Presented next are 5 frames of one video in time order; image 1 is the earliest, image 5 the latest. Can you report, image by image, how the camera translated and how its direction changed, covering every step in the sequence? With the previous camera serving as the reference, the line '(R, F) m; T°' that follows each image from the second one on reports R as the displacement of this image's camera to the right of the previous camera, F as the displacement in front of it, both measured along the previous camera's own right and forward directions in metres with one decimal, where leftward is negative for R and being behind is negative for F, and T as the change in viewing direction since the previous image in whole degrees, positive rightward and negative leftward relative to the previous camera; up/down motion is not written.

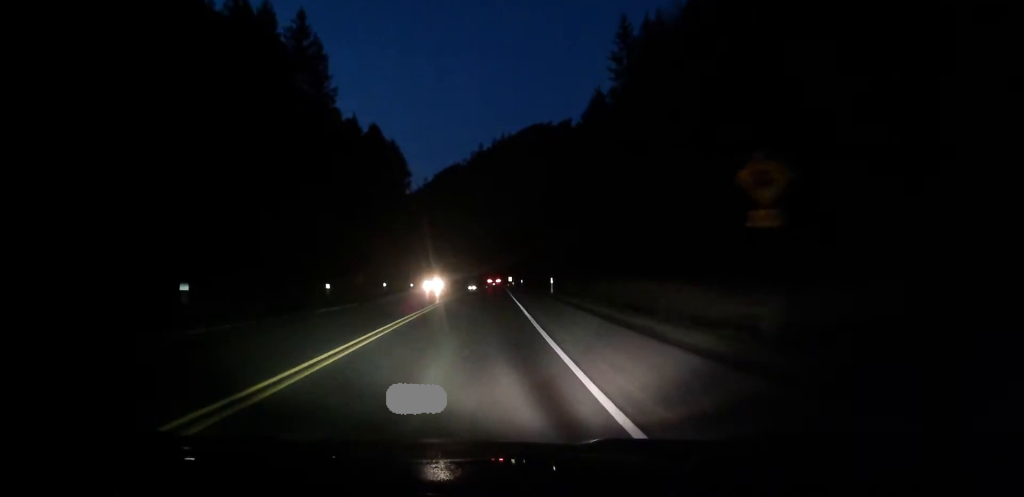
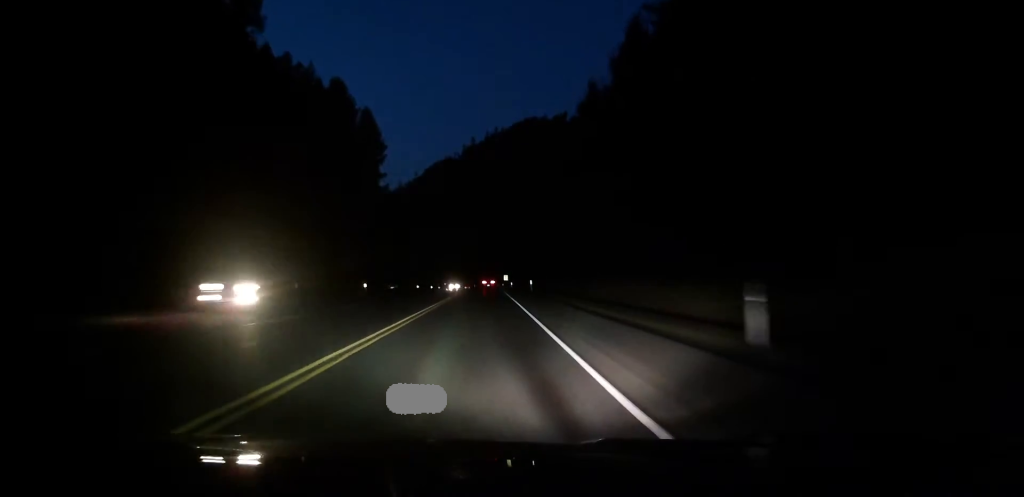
(+1.3, +31.7) m; +4°
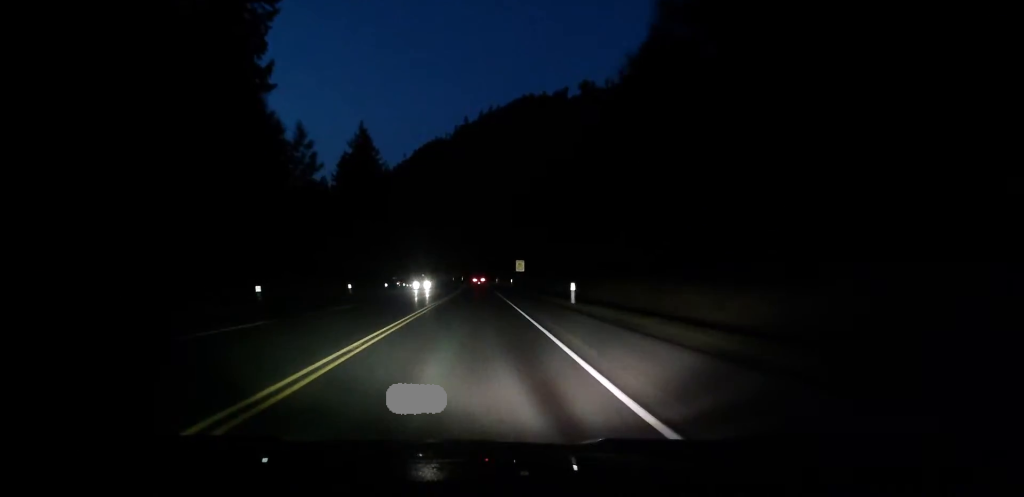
(+5.2, +79.0) m; +4°
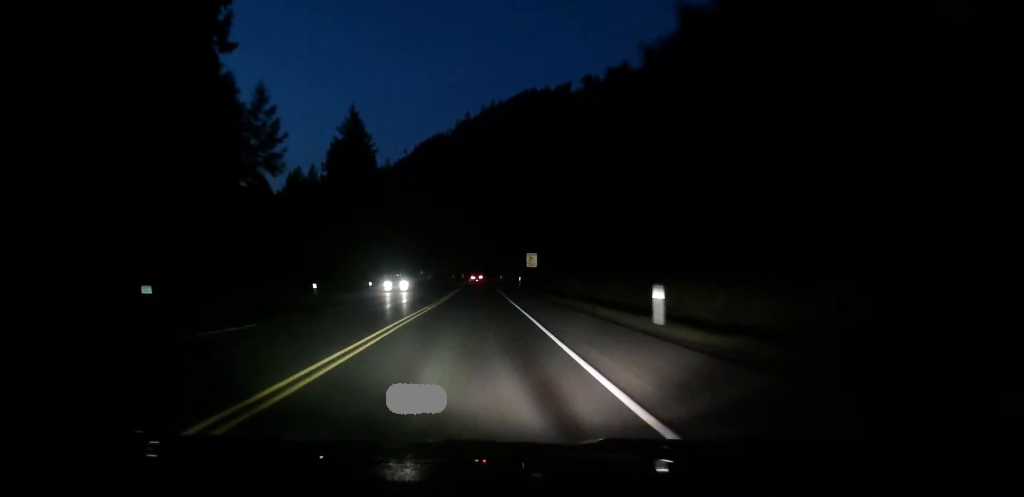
(+0.1, +13.2) m; 0°
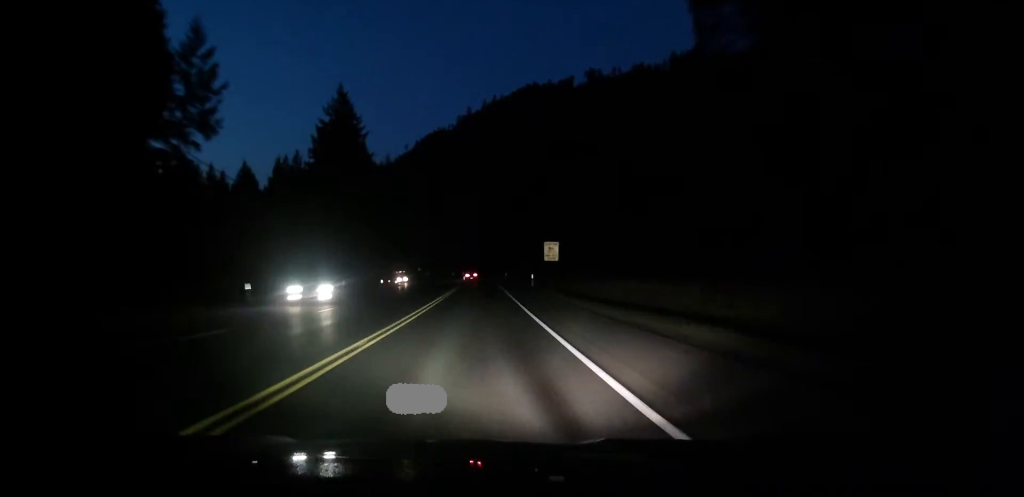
(0.0, +14.1) m; 0°
